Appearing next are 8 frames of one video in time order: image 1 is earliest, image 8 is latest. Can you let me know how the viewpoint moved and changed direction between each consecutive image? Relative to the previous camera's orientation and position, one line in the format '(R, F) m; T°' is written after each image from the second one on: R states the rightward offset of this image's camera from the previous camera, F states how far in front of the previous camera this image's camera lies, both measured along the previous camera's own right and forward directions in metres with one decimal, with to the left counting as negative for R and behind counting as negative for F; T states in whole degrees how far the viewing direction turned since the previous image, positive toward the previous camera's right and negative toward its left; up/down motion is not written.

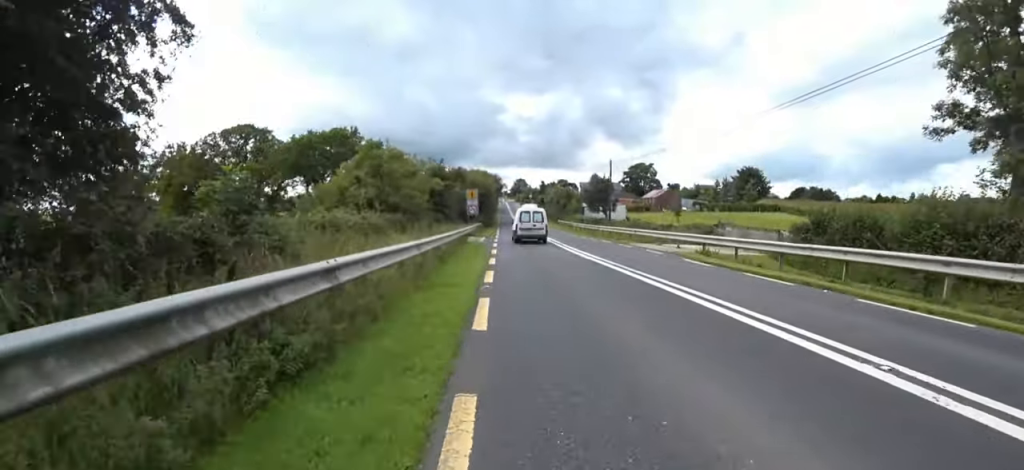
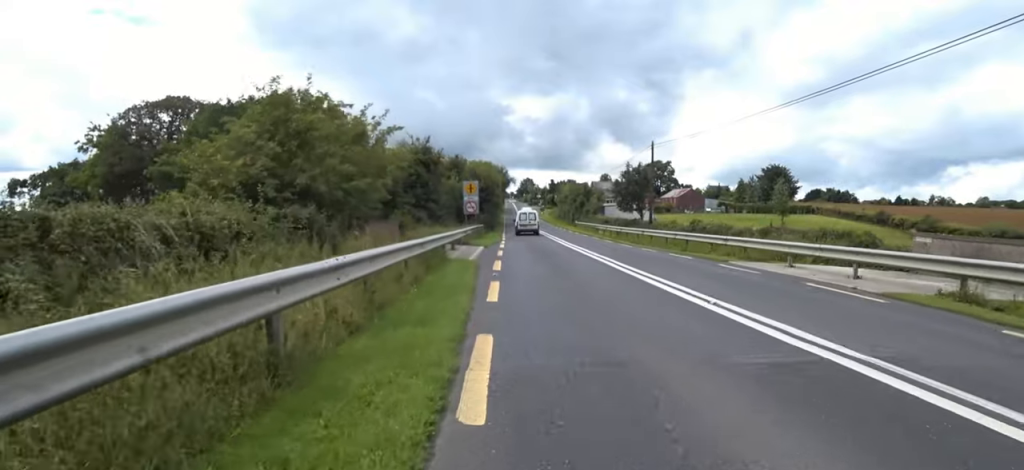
(+0.4, +10.1) m; -1°
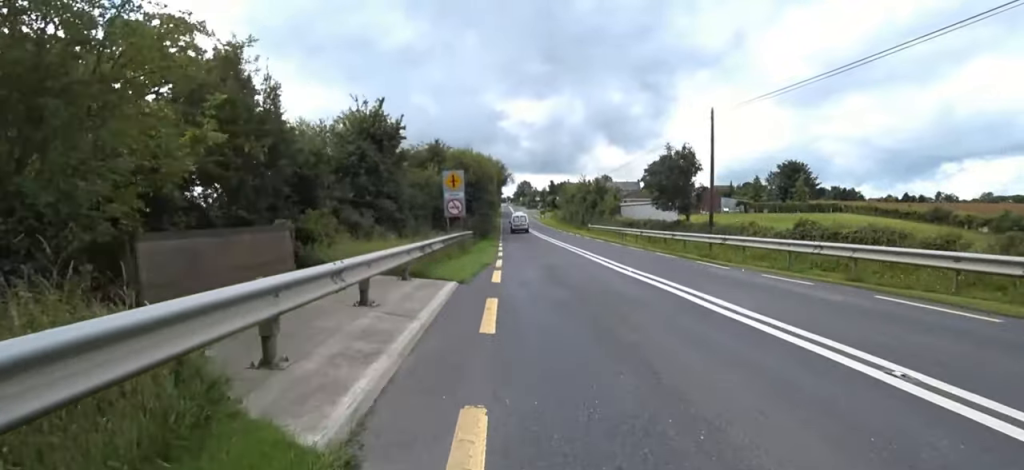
(-0.6, +10.2) m; -2°
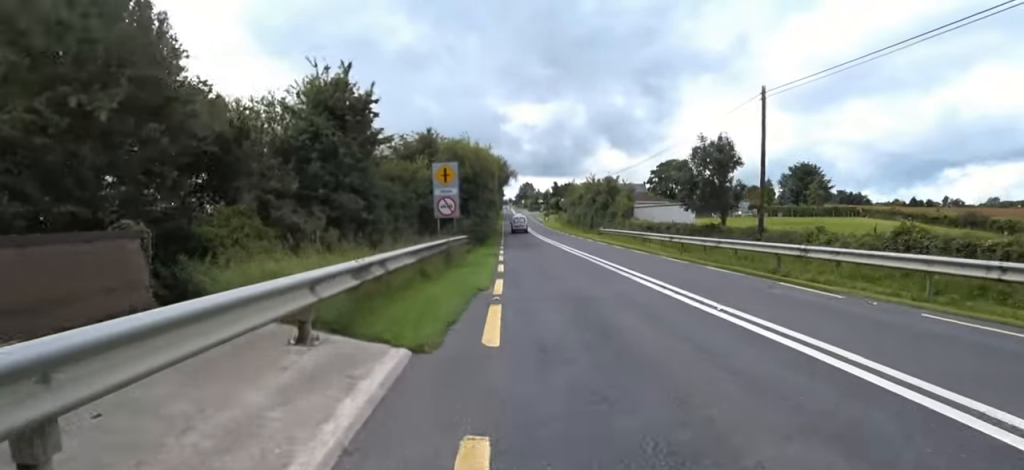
(0.0, +4.4) m; 0°
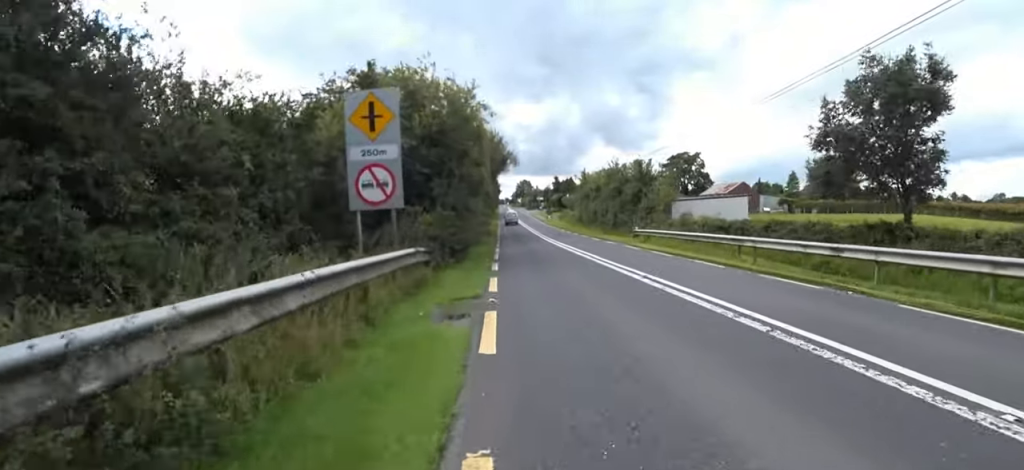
(+0.1, +11.0) m; 0°
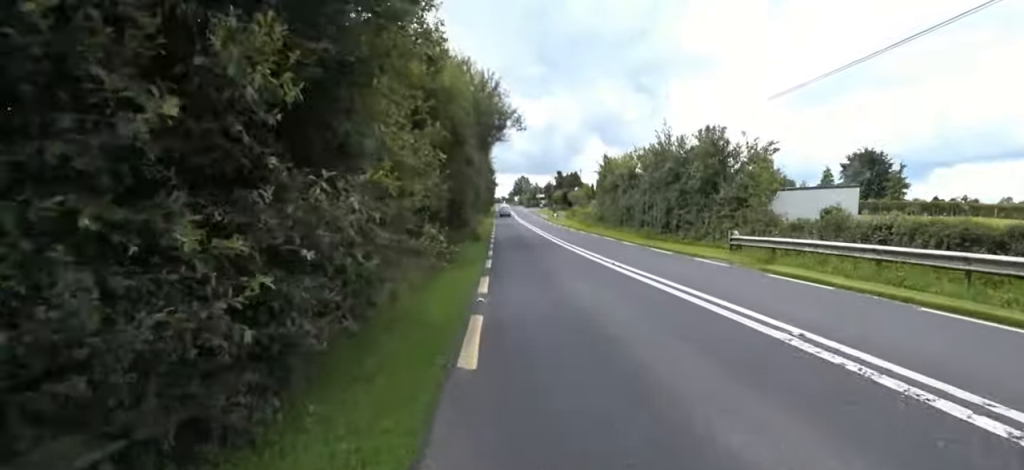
(+0.2, +11.8) m; 0°
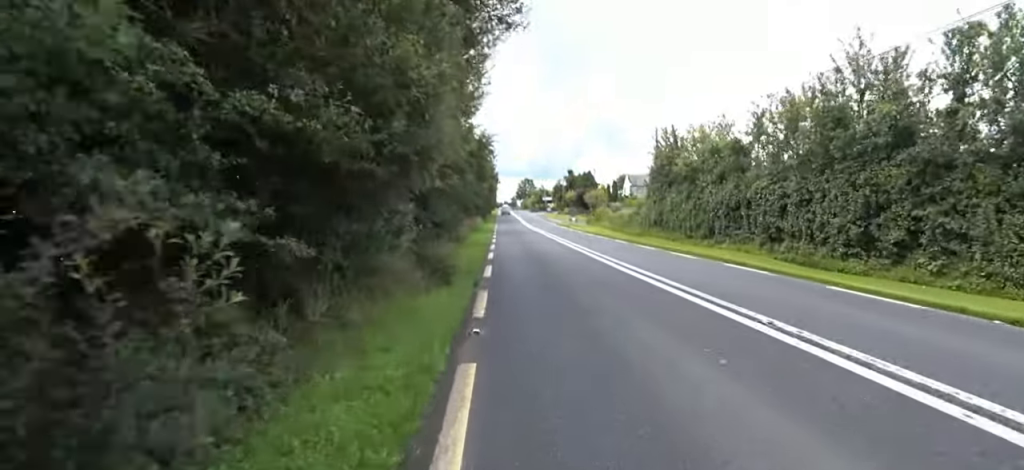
(-0.3, +13.1) m; 0°
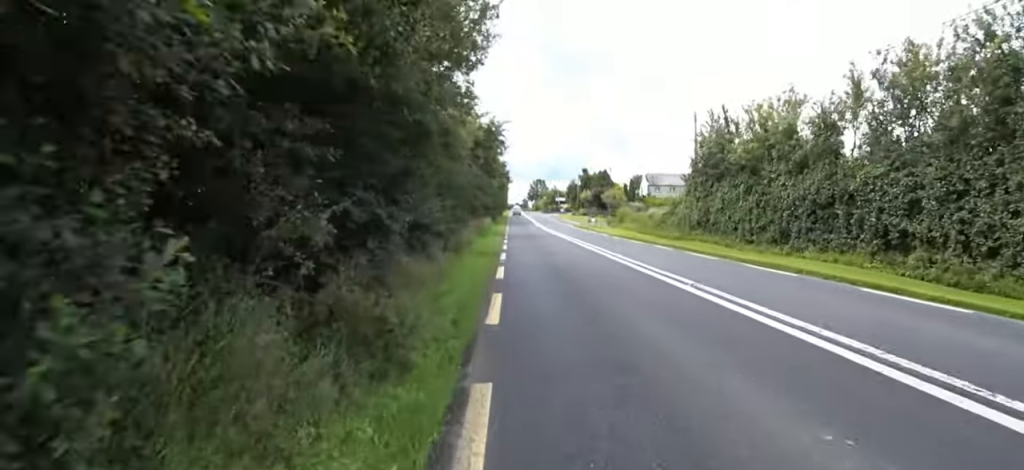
(+0.3, +4.1) m; 0°
